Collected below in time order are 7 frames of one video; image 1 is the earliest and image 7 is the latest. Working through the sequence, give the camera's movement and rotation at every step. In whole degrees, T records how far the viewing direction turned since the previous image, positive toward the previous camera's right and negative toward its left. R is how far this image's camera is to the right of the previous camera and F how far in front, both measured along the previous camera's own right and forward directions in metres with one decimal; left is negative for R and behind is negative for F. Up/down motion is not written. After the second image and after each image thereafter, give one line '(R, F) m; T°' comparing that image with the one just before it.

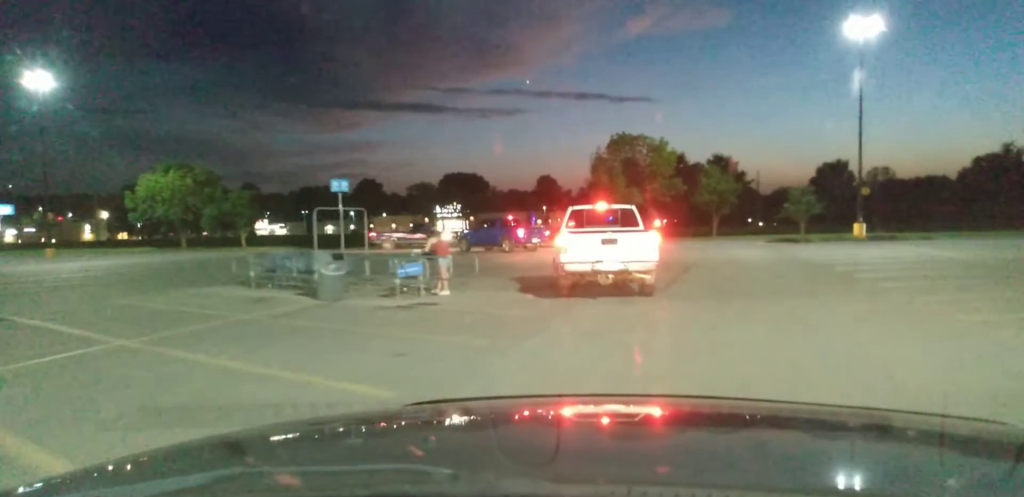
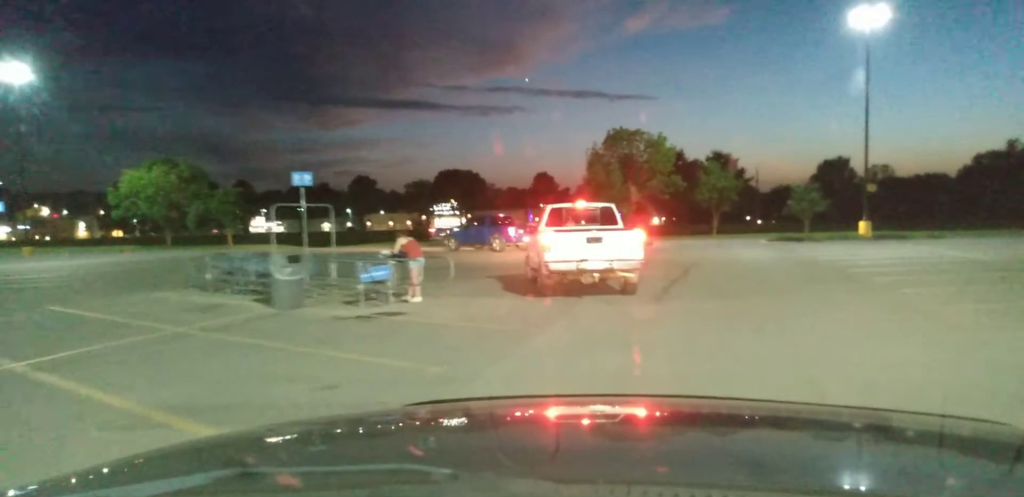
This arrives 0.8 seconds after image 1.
(0.0, +2.5) m; +1°
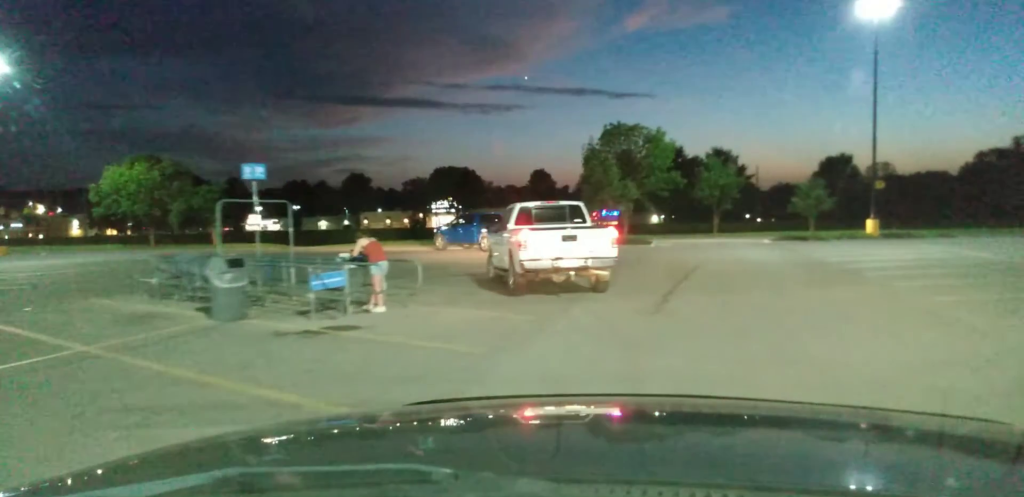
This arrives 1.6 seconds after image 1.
(0.0, +2.4) m; 0°
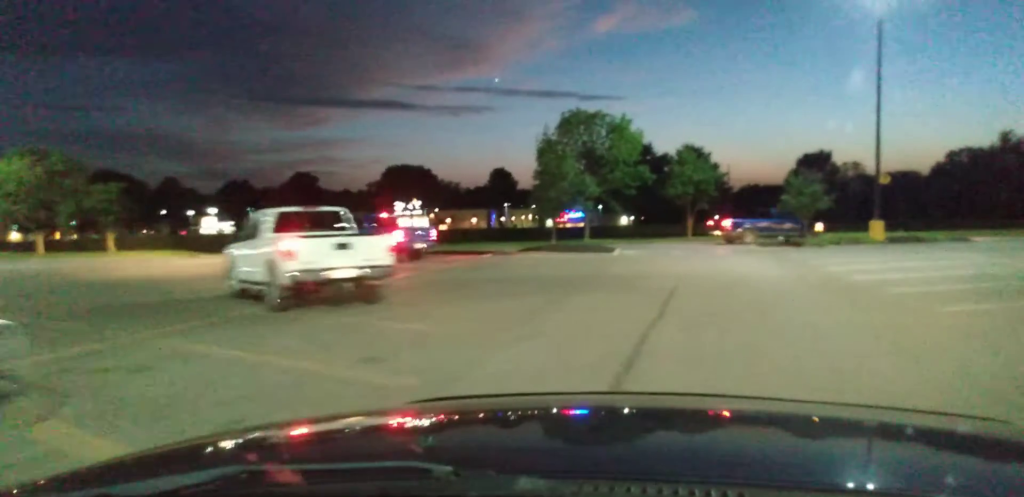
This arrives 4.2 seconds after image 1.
(+0.1, +8.5) m; +6°
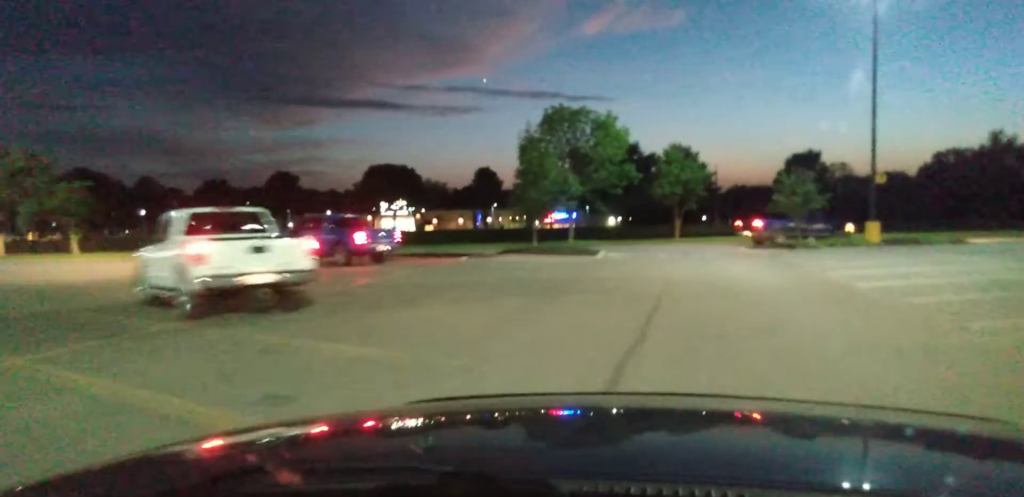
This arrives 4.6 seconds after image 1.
(0.0, +1.7) m; +2°
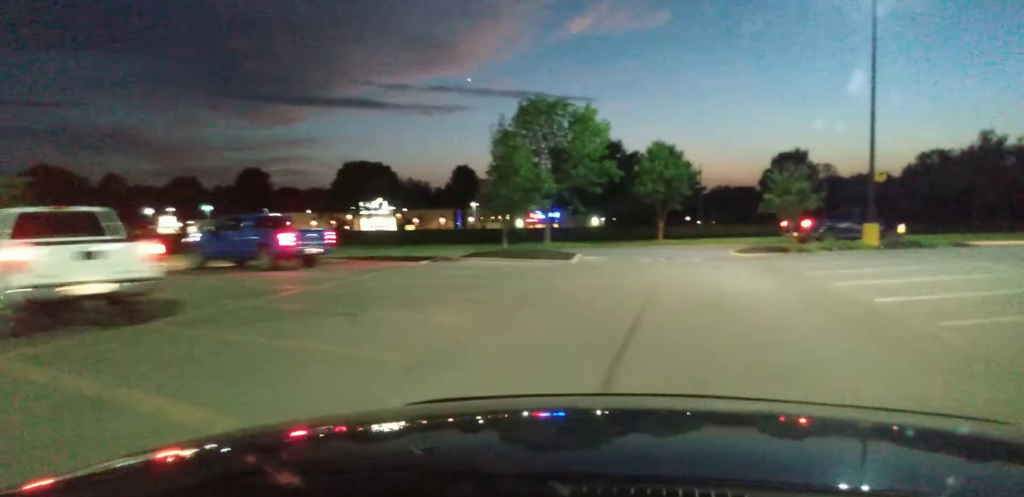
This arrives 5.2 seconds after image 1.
(+0.1, +2.7) m; -2°
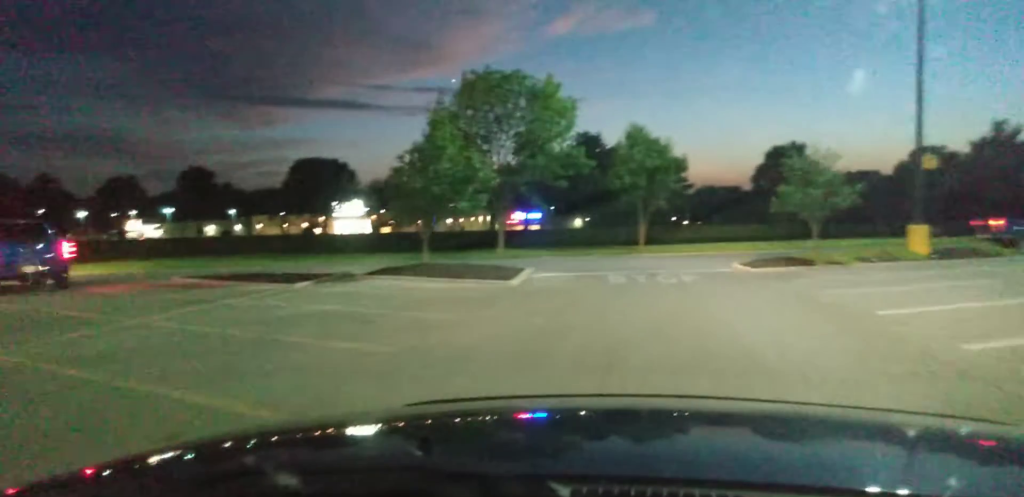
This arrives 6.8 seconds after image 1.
(-0.6, +7.3) m; -6°
